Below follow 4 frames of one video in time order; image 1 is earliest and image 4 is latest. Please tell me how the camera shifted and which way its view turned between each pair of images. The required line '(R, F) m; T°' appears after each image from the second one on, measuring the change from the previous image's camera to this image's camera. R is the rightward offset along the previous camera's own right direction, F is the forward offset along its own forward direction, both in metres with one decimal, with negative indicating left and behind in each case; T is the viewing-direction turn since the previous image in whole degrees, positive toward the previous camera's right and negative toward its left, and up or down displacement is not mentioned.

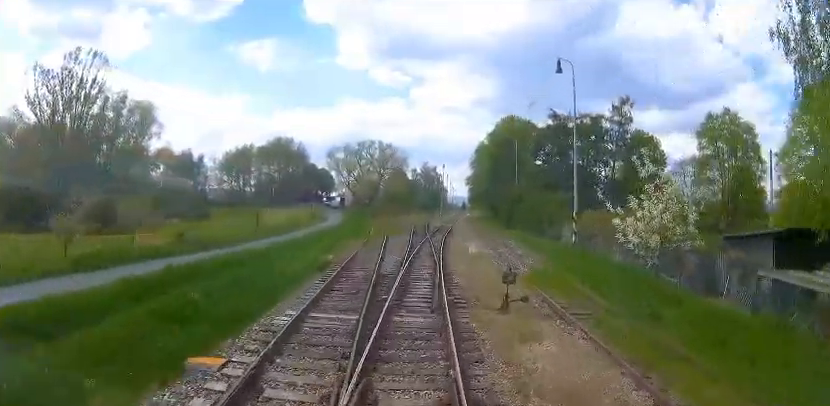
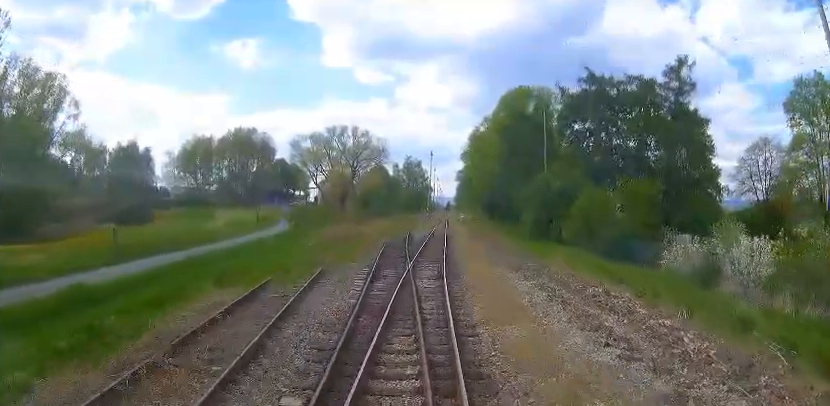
(+0.3, +20.3) m; +1°
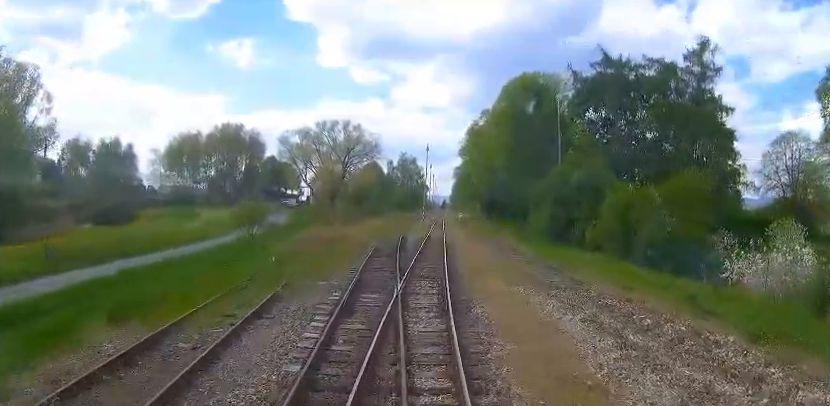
(0.0, +5.4) m; +1°
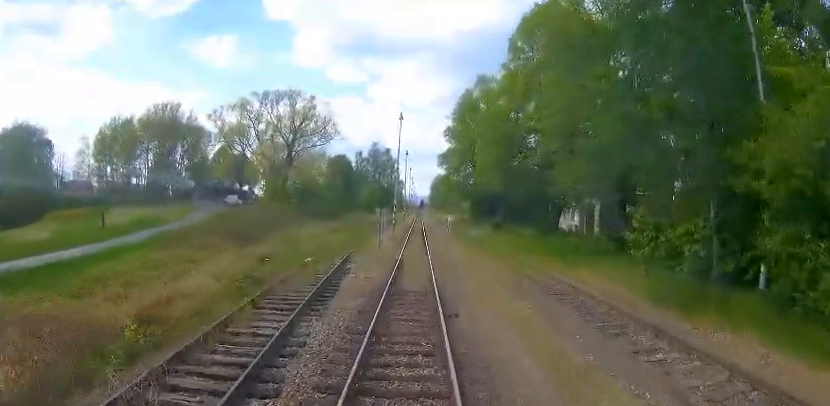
(+0.8, +23.3) m; +2°
